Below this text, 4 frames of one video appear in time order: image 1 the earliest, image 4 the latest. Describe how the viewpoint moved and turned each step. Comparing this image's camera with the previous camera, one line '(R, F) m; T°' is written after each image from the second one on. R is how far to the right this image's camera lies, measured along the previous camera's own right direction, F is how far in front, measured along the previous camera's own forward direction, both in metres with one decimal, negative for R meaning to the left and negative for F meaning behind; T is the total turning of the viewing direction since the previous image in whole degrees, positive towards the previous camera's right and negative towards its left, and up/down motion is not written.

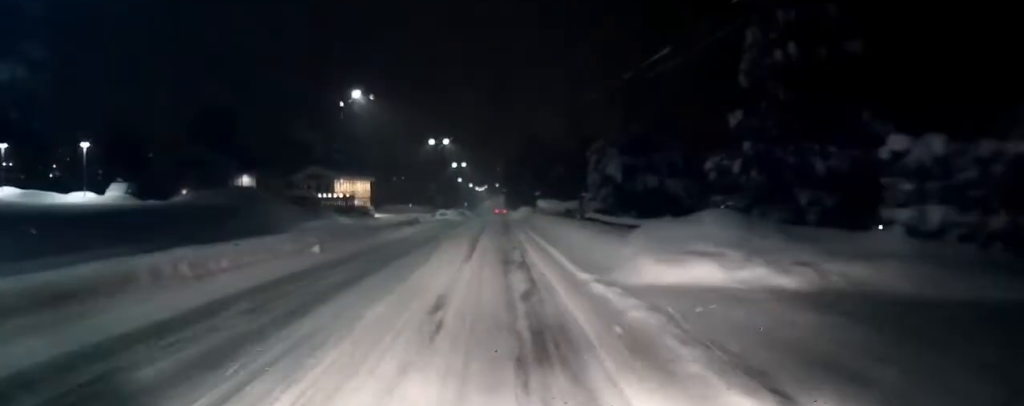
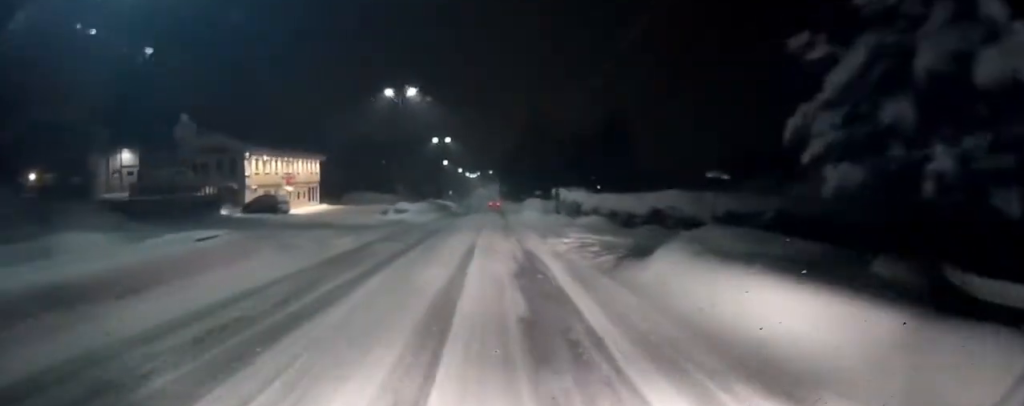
(0.0, +29.8) m; 0°
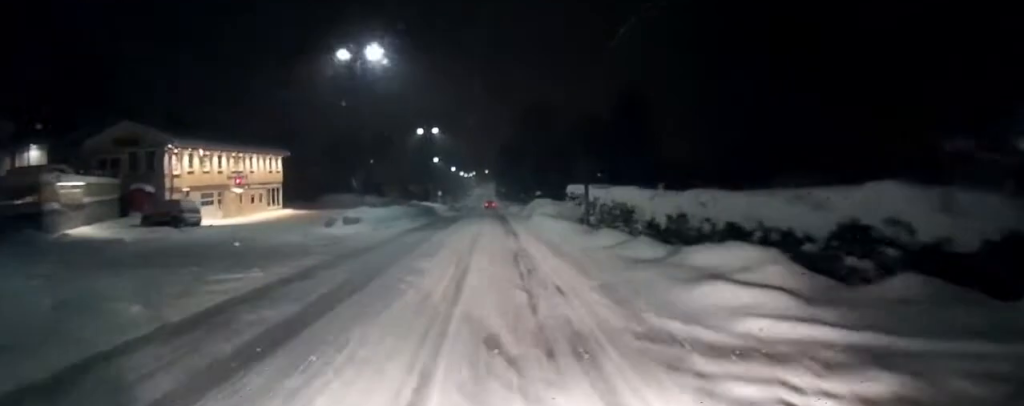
(-0.3, +13.8) m; -1°
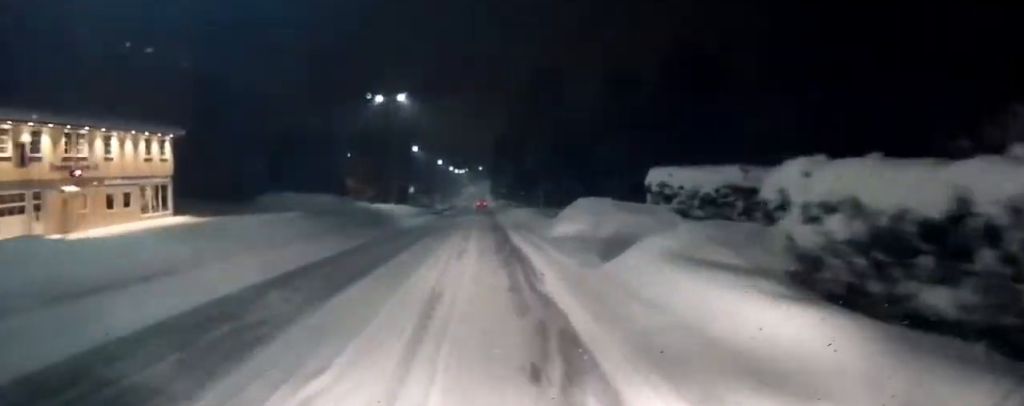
(+0.4, +24.3) m; +2°
